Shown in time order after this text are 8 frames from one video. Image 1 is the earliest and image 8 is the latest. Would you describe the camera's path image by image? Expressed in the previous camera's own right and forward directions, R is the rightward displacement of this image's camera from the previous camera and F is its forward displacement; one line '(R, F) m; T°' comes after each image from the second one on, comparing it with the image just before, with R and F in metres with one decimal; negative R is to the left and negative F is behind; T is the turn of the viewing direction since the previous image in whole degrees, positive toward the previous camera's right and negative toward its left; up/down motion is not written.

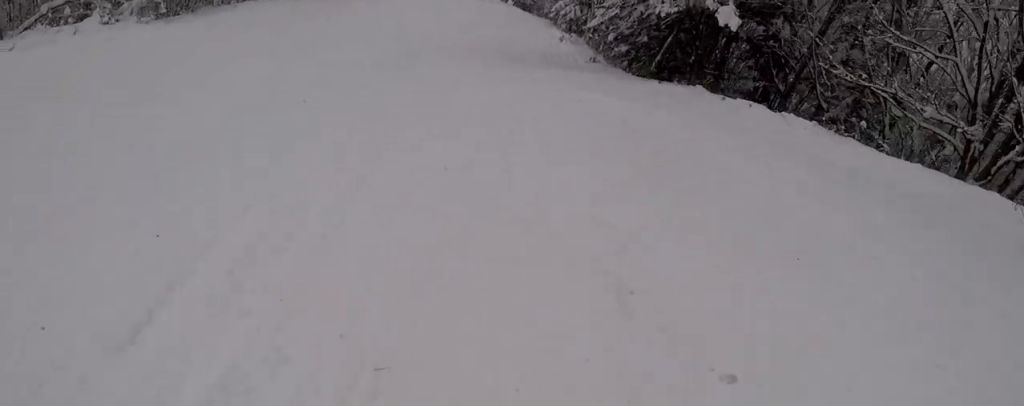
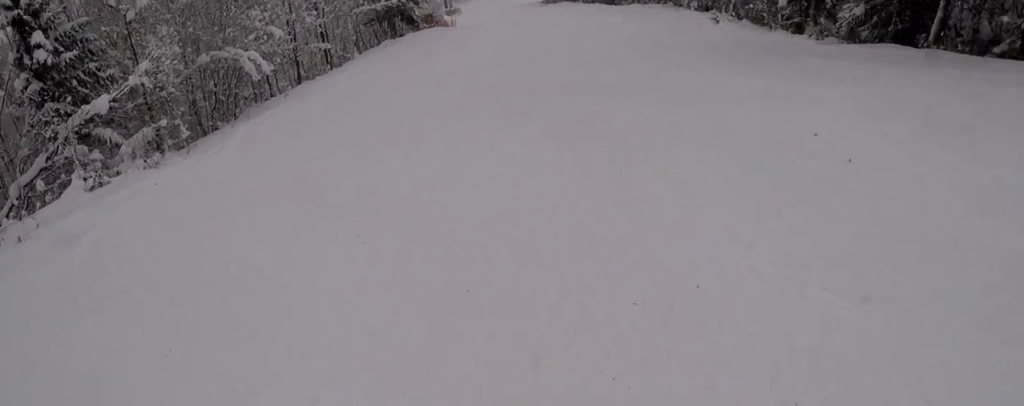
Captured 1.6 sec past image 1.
(-1.5, +12.8) m; +3°
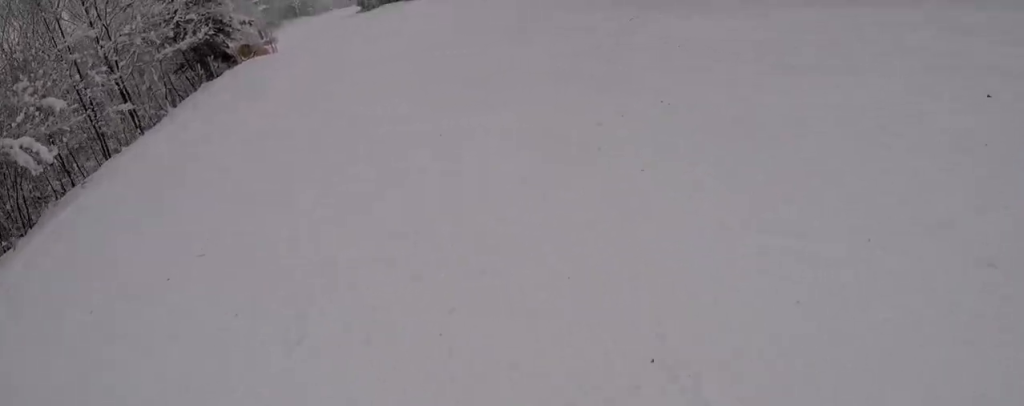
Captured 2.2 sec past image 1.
(+0.5, +5.6) m; +3°
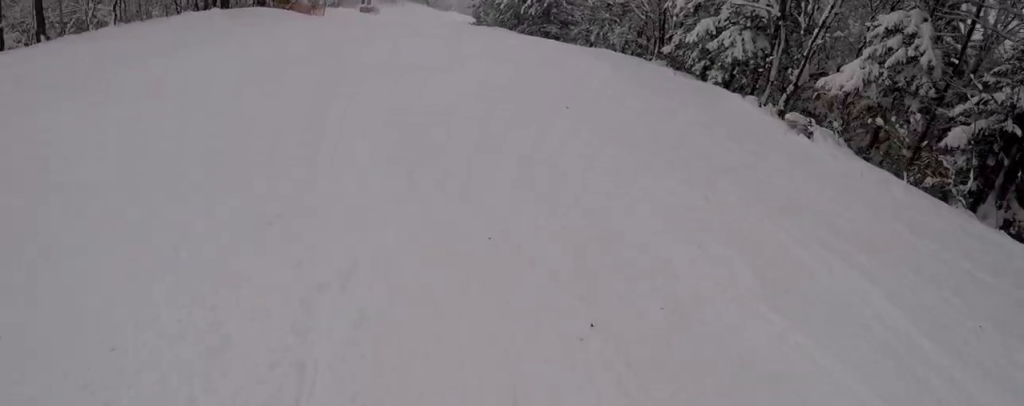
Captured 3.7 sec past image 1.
(-0.5, +13.4) m; -9°
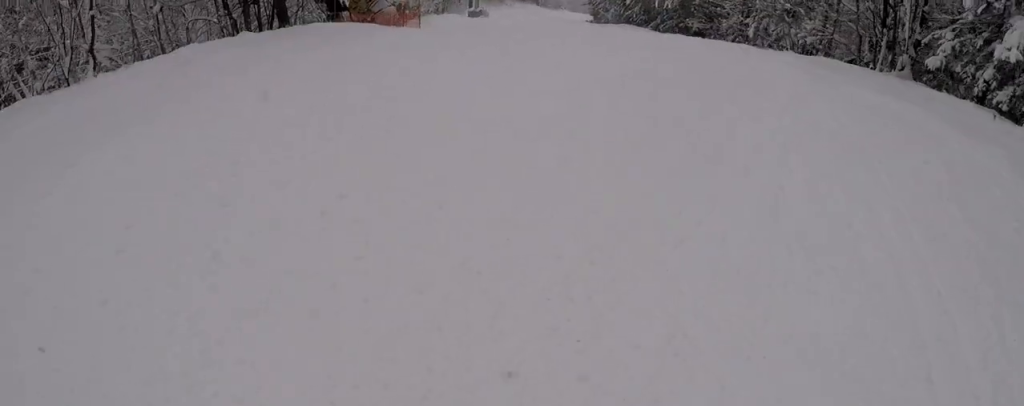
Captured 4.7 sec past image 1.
(-0.2, +9.5) m; +7°
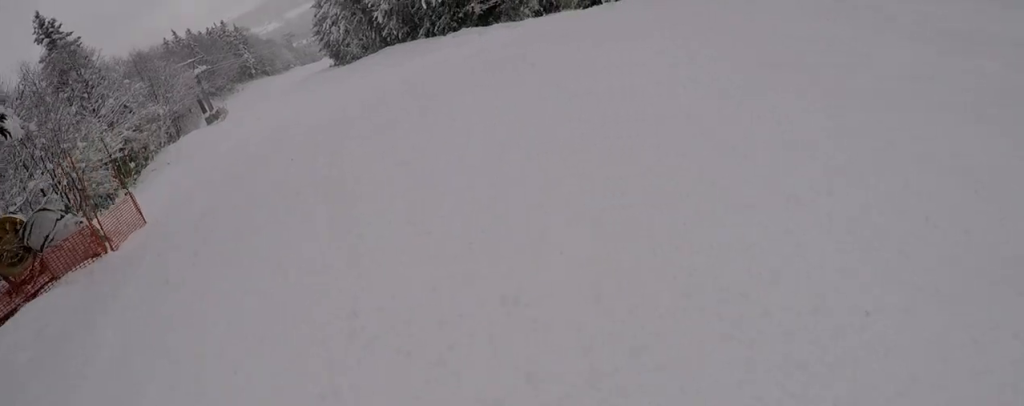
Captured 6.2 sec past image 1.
(+2.2, +13.5) m; +5°
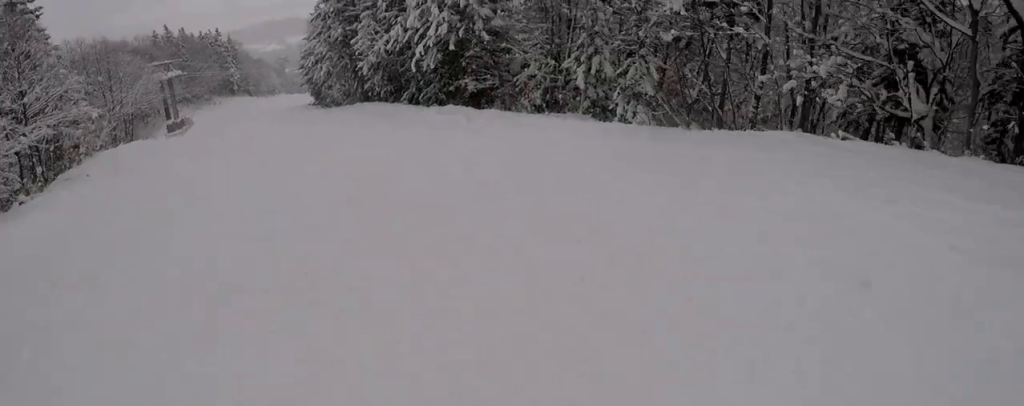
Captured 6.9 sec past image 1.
(+0.3, +6.0) m; -9°
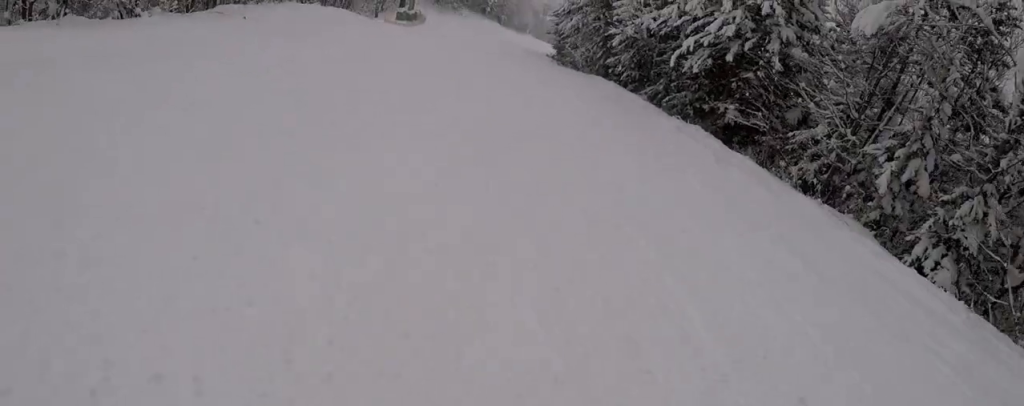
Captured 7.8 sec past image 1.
(-1.5, +7.8) m; -15°
